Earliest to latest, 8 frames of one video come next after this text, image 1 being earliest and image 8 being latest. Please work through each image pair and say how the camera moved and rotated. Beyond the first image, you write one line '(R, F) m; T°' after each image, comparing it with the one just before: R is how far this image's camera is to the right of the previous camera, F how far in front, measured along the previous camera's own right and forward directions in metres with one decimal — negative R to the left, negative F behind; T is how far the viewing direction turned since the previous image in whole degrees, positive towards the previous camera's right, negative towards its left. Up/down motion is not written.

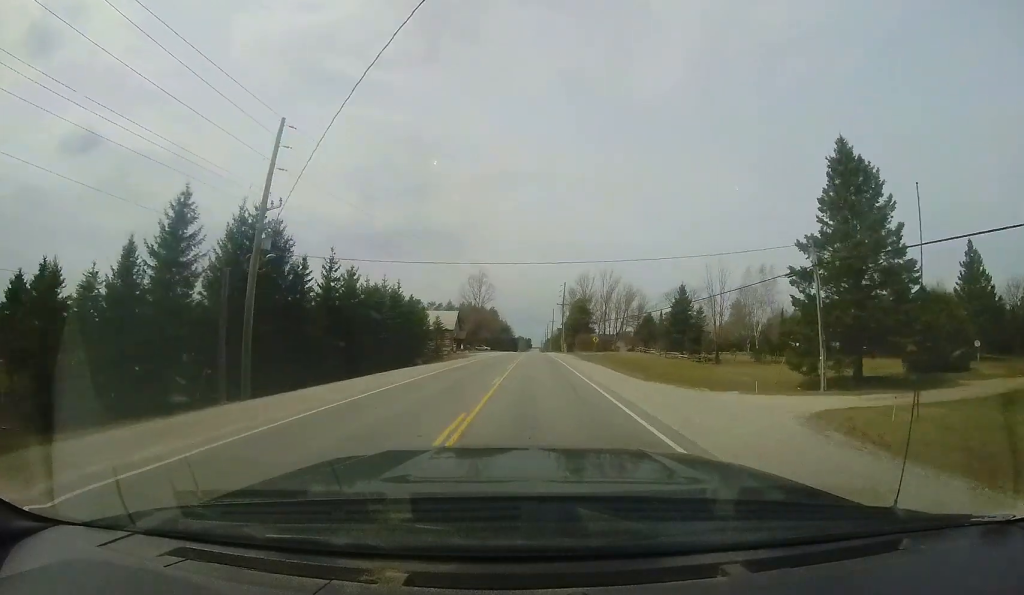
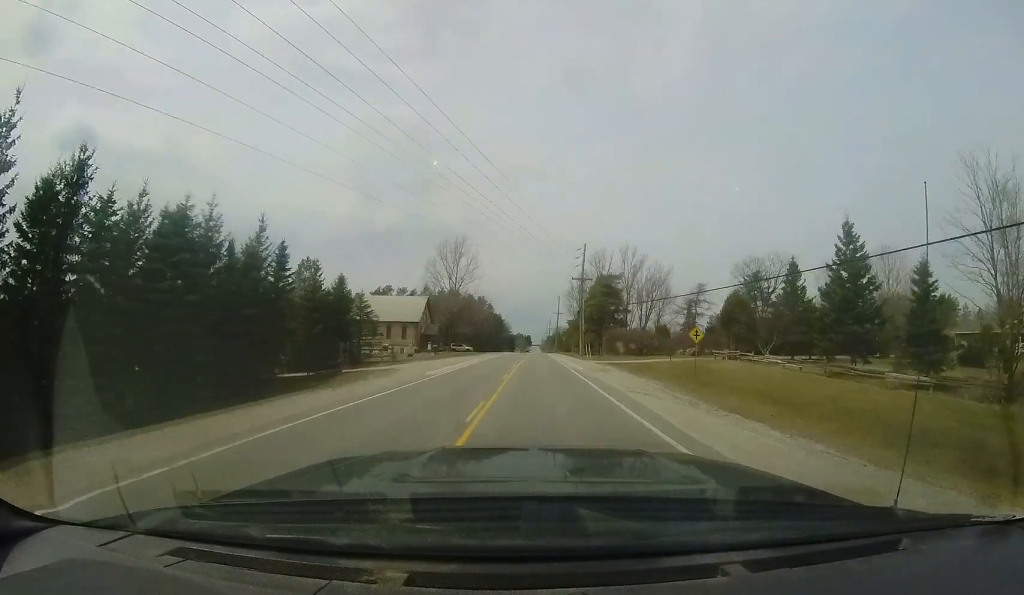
(+0.2, +28.8) m; 0°
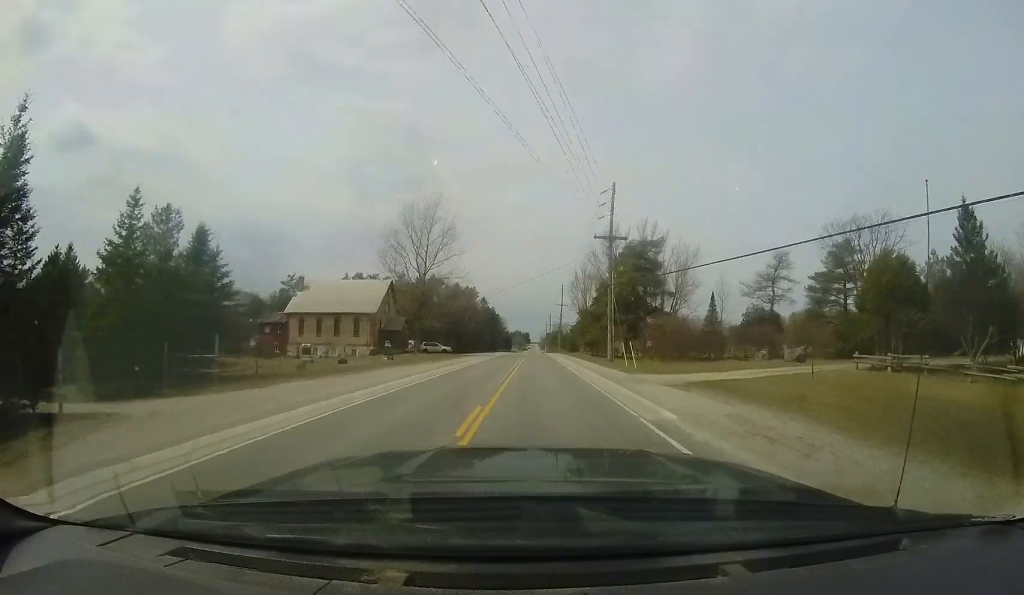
(0.0, +17.9) m; -1°
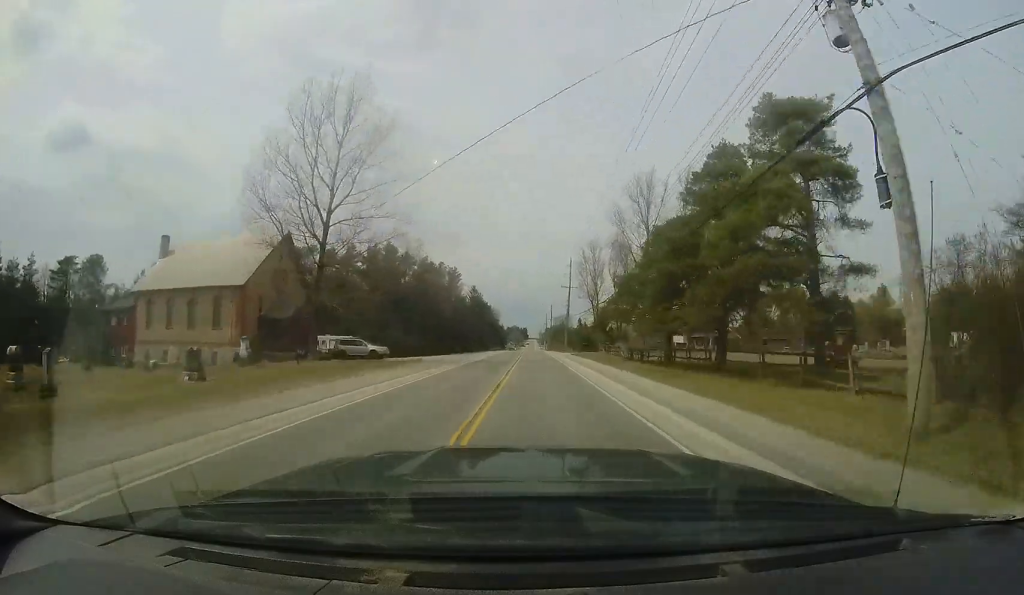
(-0.4, +23.4) m; 0°
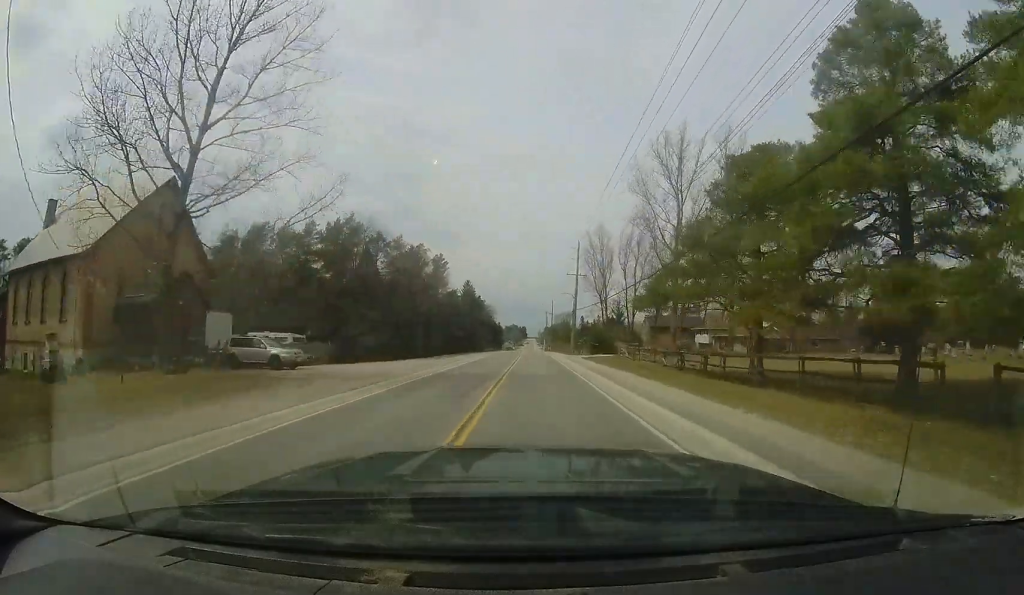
(-0.2, +12.0) m; +1°
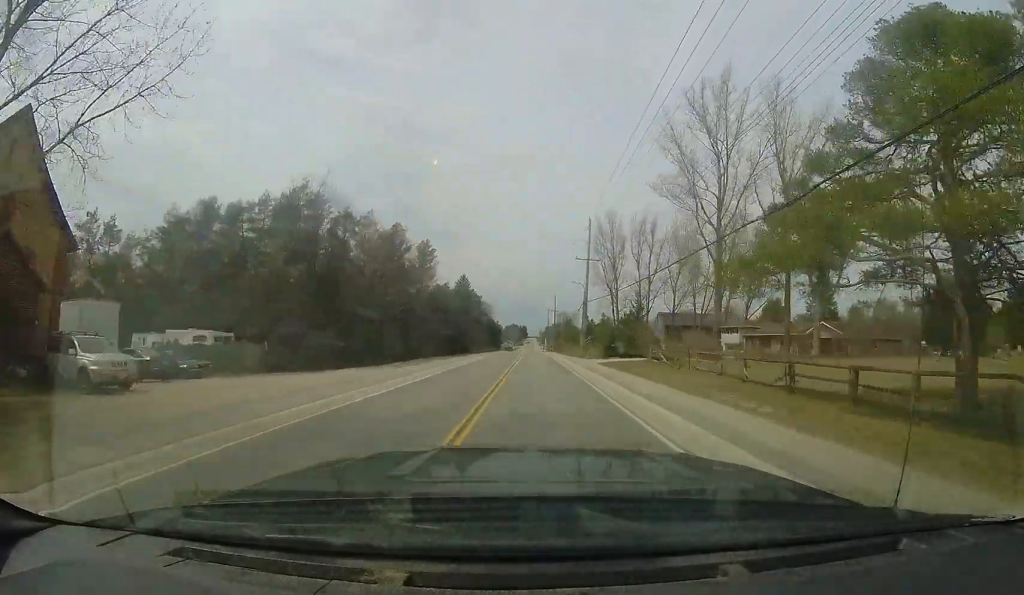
(+0.4, +9.9) m; +1°
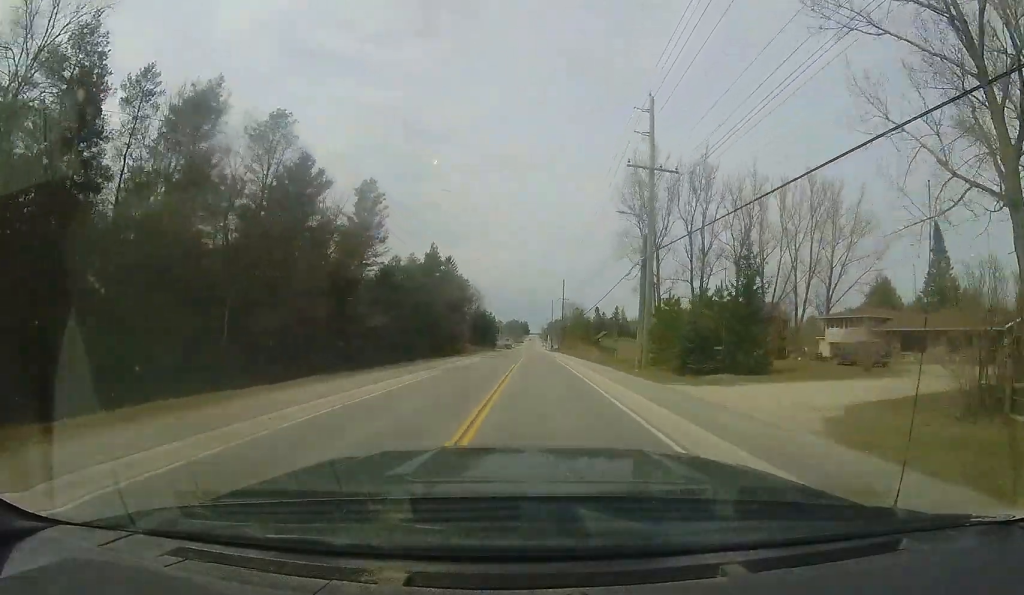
(+0.5, +23.5) m; +1°
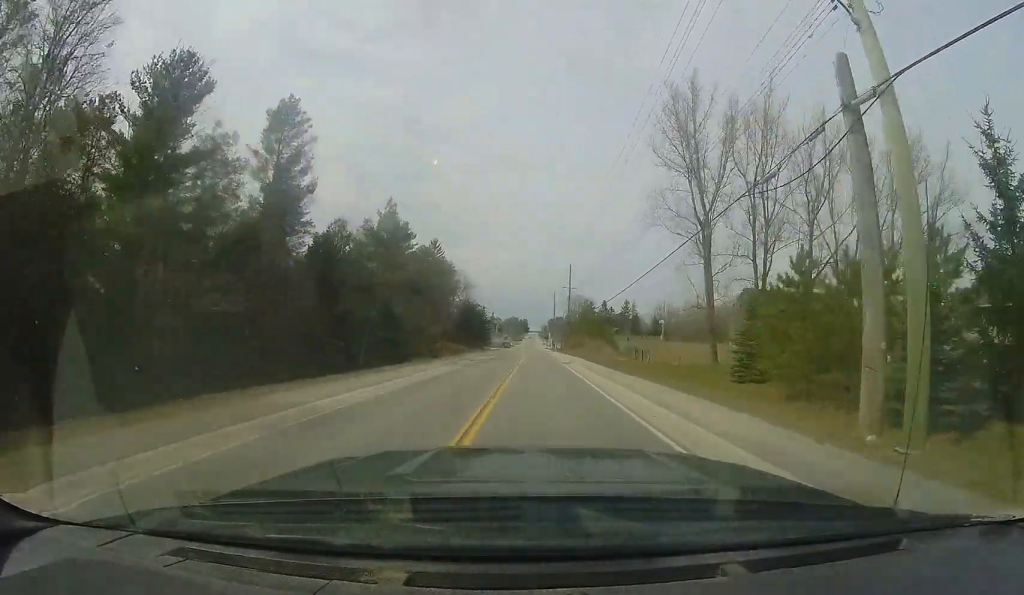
(0.0, +14.9) m; -1°
